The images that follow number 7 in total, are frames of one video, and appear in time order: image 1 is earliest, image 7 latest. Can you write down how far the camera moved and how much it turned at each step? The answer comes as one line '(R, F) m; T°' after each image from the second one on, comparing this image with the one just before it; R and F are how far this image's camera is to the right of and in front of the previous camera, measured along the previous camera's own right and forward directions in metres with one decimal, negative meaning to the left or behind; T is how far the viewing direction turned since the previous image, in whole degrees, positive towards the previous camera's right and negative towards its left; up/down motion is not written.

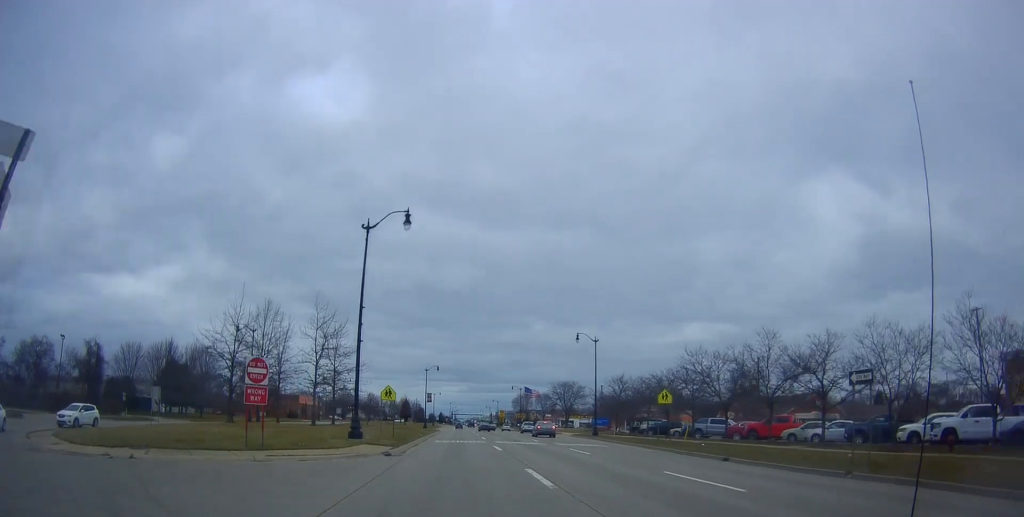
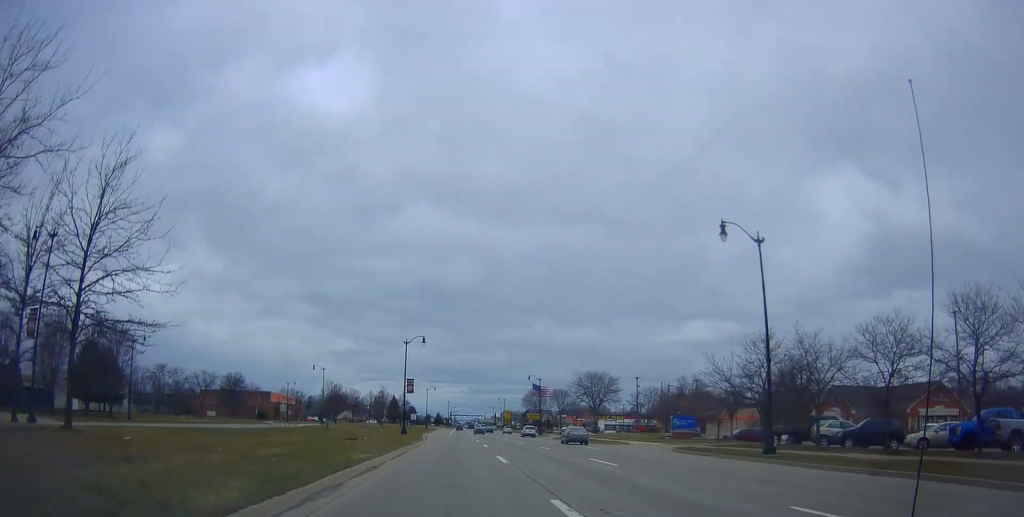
(+0.2, +36.1) m; +1°
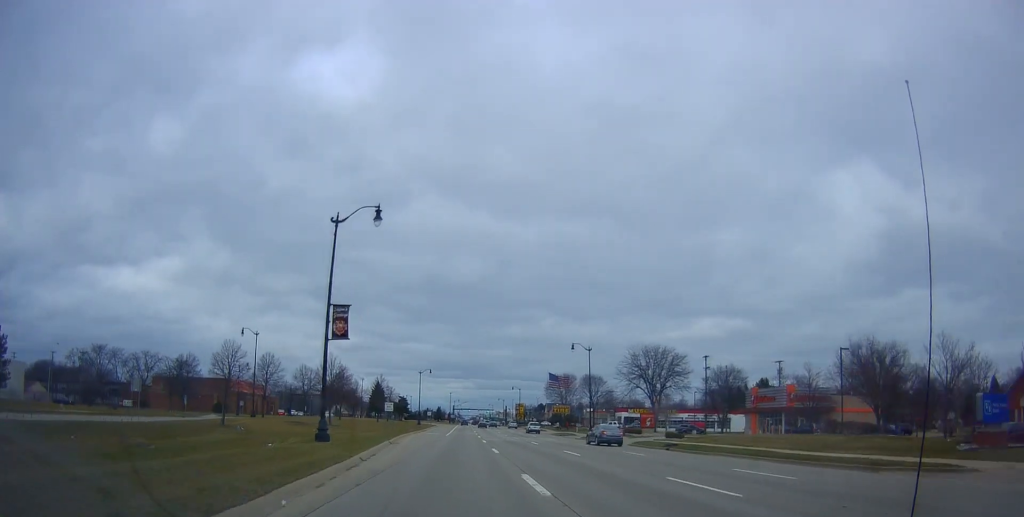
(+0.3, +39.0) m; -2°
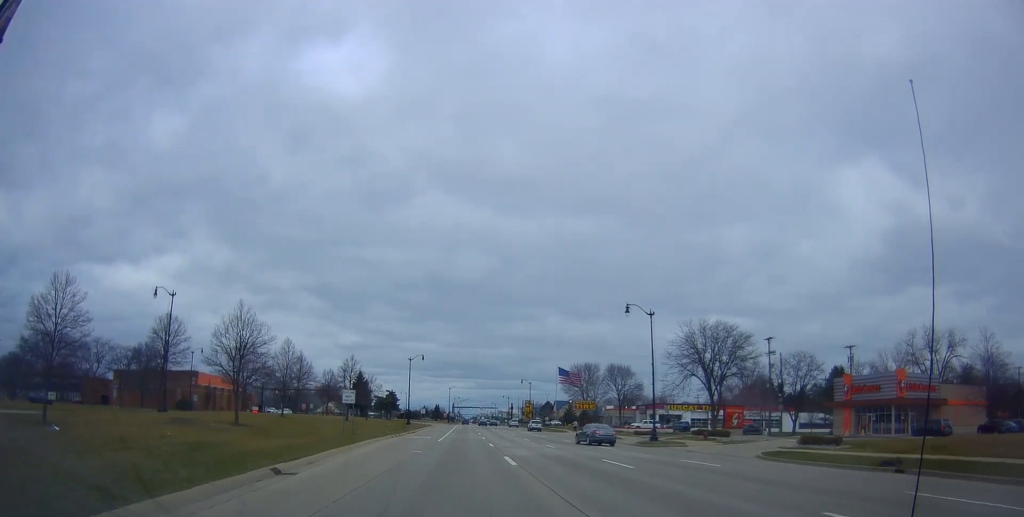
(-0.8, +22.6) m; -1°
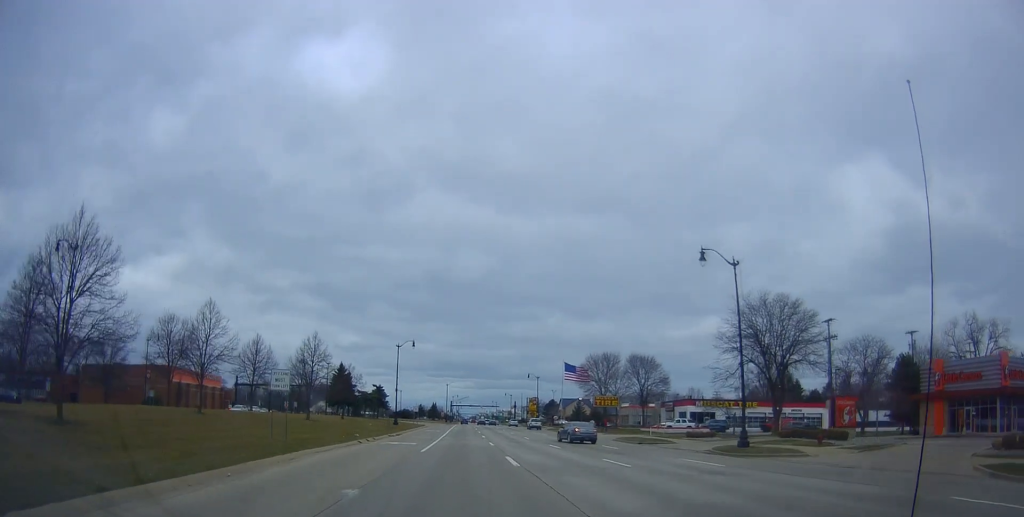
(+0.7, +15.4) m; 0°
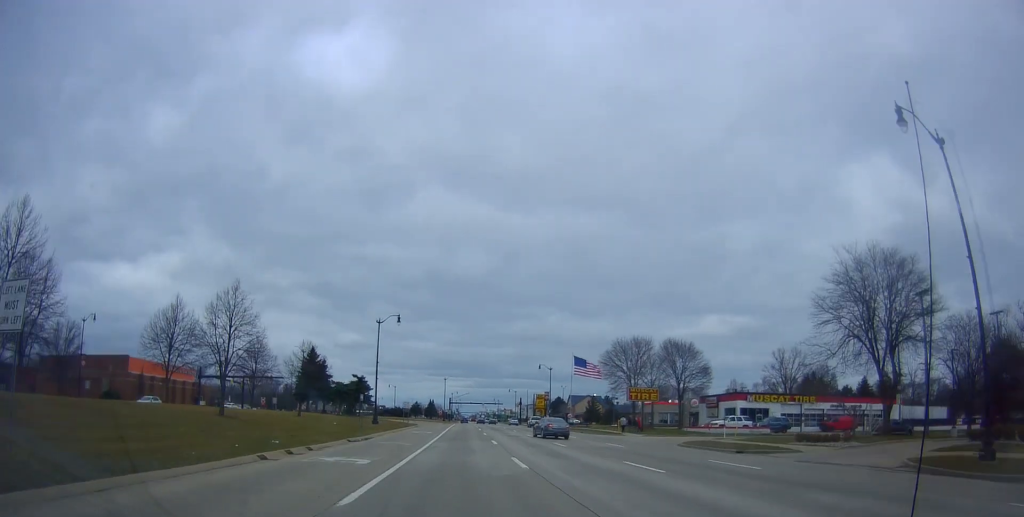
(-0.5, +17.5) m; 0°
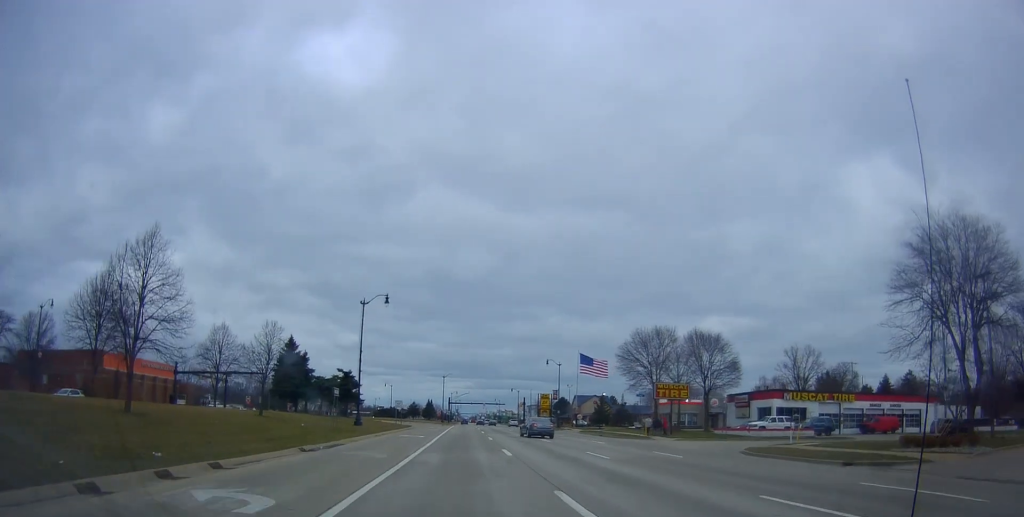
(0.0, +9.4) m; 0°
